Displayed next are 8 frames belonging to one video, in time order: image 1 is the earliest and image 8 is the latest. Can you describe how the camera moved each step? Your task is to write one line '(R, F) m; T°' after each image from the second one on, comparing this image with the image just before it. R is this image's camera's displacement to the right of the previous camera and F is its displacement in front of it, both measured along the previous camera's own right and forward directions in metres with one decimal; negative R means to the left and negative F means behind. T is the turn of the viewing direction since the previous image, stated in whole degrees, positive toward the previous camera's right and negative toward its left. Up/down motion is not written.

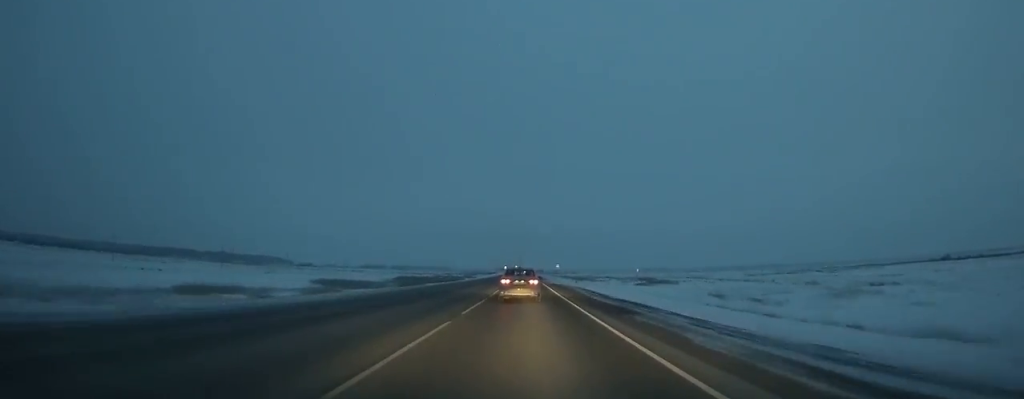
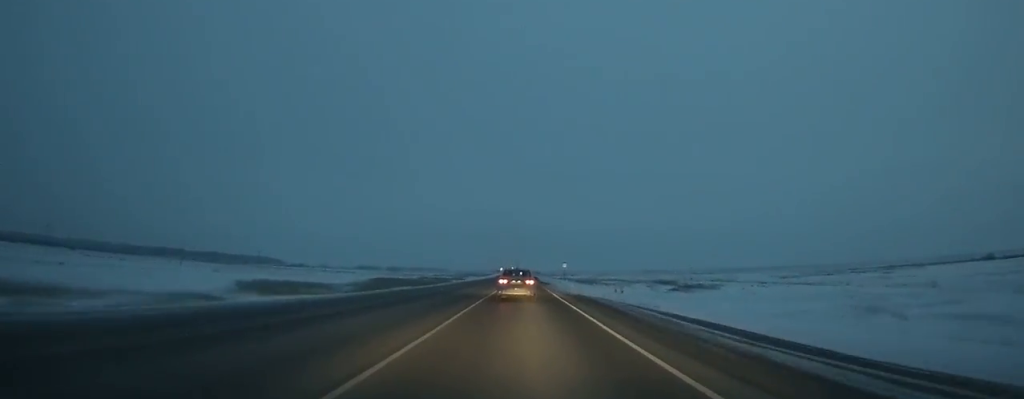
(-0.1, +31.5) m; 0°
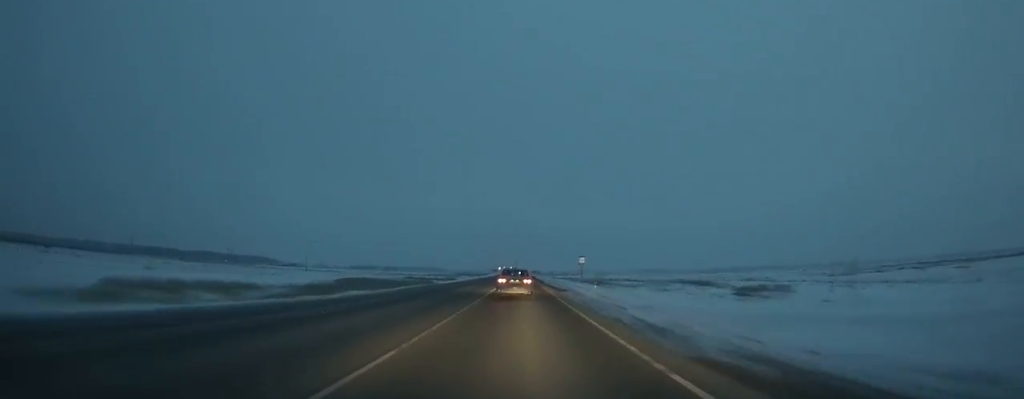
(0.0, +29.3) m; 0°
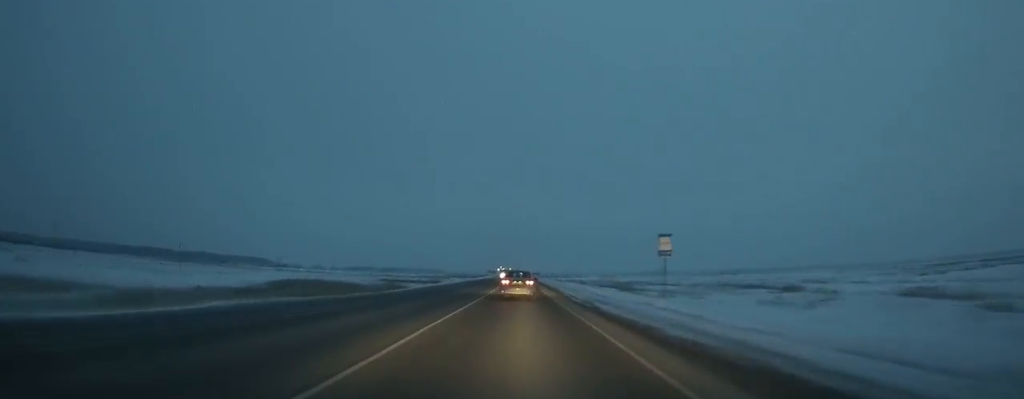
(-0.1, +38.8) m; 0°
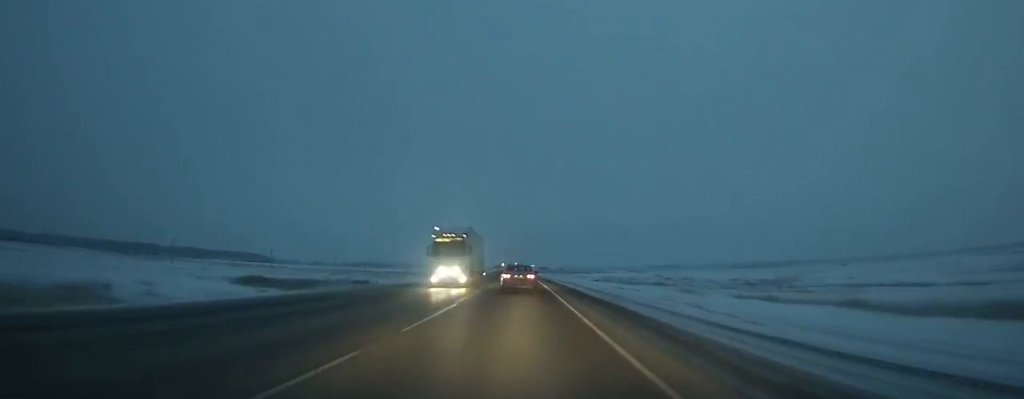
(-0.5, +96.7) m; -1°
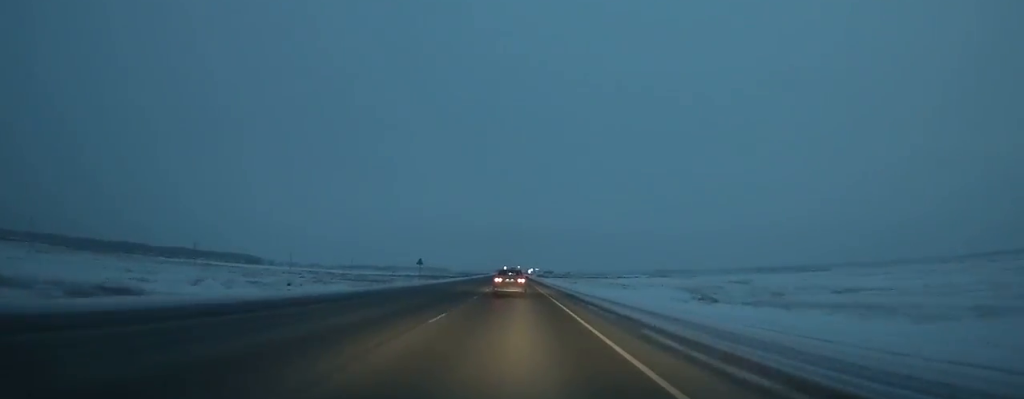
(-0.4, +67.0) m; -1°
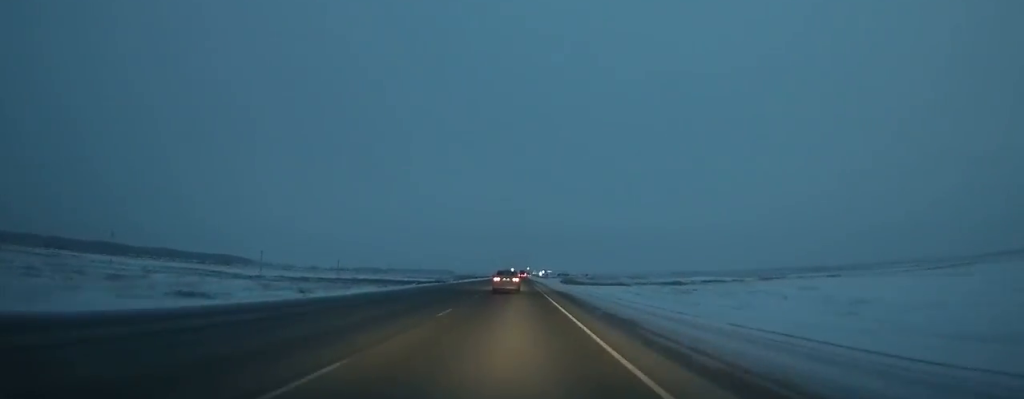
(-1.3, +127.3) m; -1°
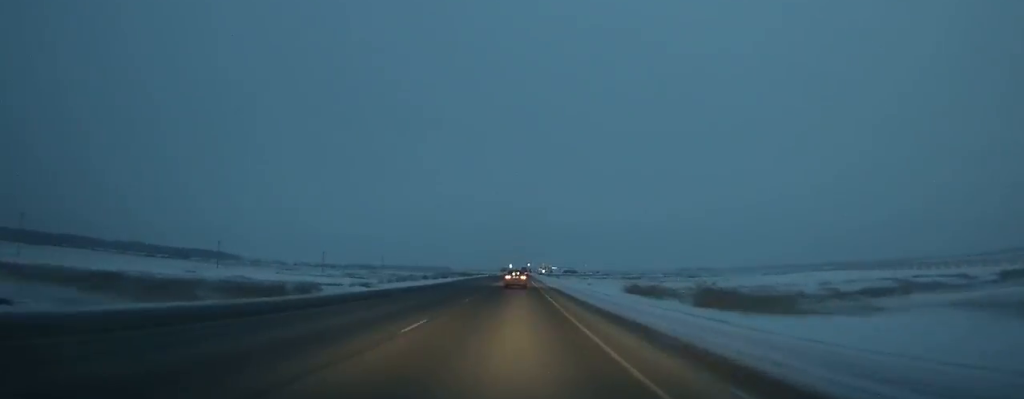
(0.0, +113.8) m; 0°
